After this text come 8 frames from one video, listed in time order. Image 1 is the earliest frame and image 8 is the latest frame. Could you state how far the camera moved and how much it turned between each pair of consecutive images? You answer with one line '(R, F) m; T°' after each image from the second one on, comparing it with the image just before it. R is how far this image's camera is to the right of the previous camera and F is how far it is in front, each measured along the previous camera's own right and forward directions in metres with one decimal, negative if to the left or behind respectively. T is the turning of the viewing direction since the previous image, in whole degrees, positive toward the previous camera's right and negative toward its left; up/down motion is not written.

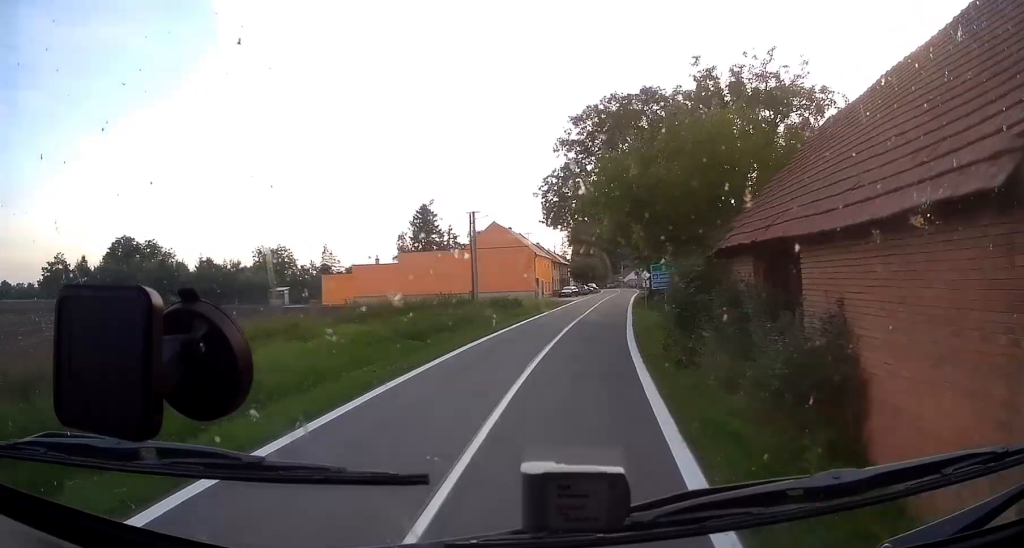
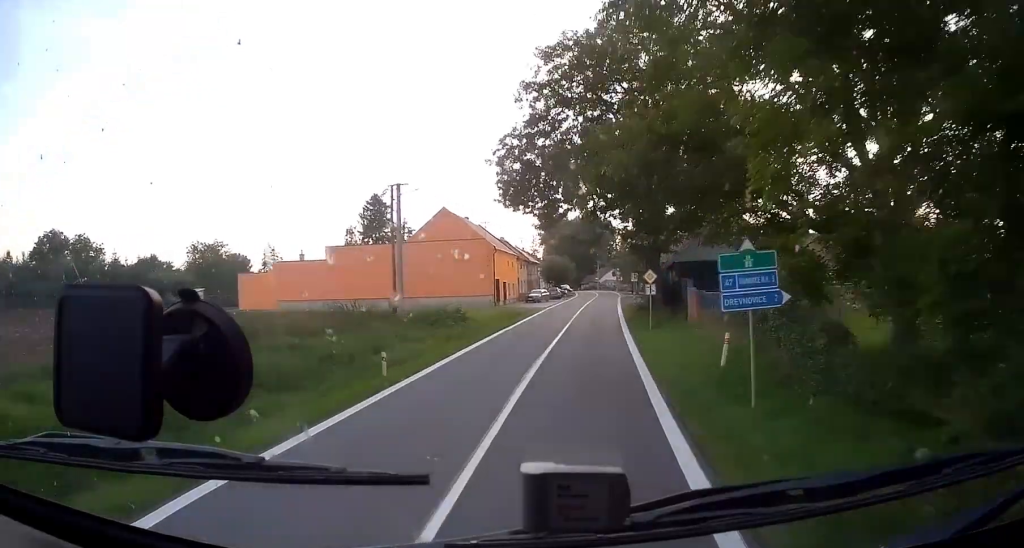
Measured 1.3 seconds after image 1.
(0.0, +14.8) m; 0°
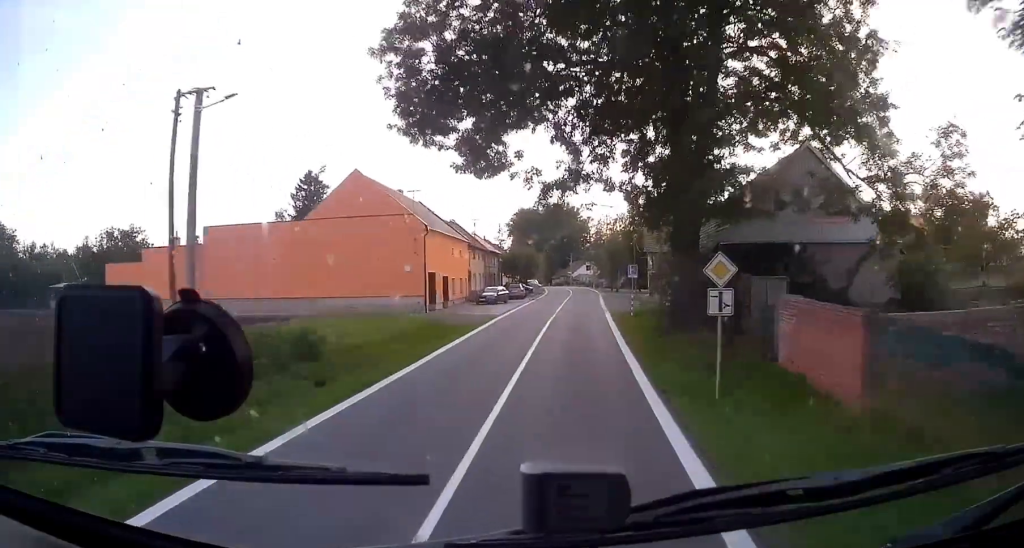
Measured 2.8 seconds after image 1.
(+0.2, +17.4) m; +3°
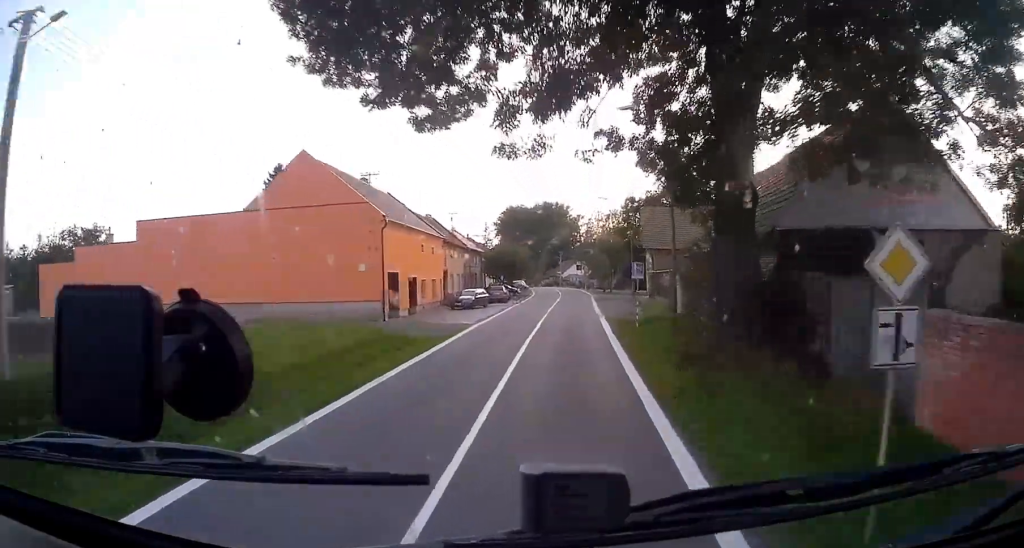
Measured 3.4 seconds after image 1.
(+0.3, +6.8) m; +2°
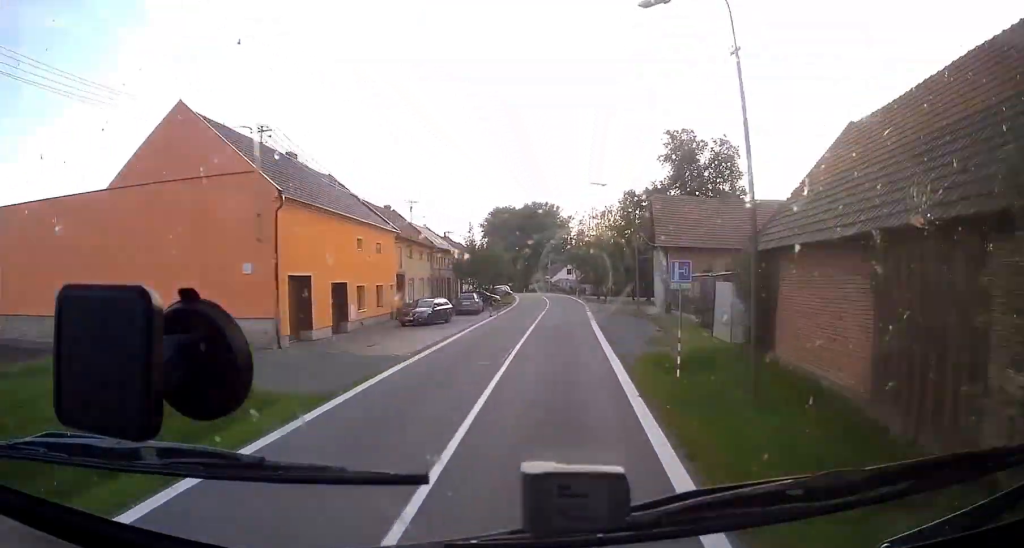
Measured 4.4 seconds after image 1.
(+0.1, +11.2) m; 0°
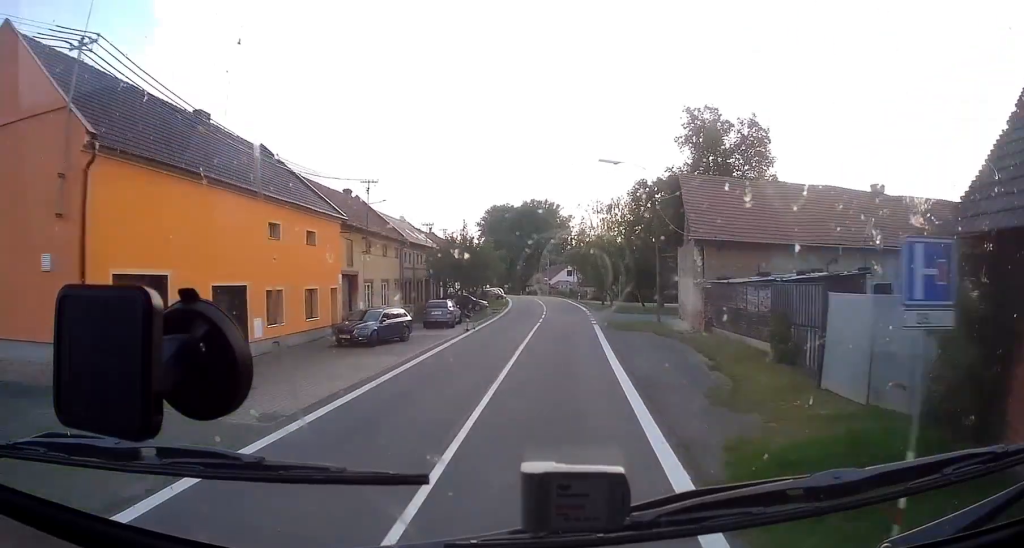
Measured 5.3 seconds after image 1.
(0.0, +9.7) m; -2°
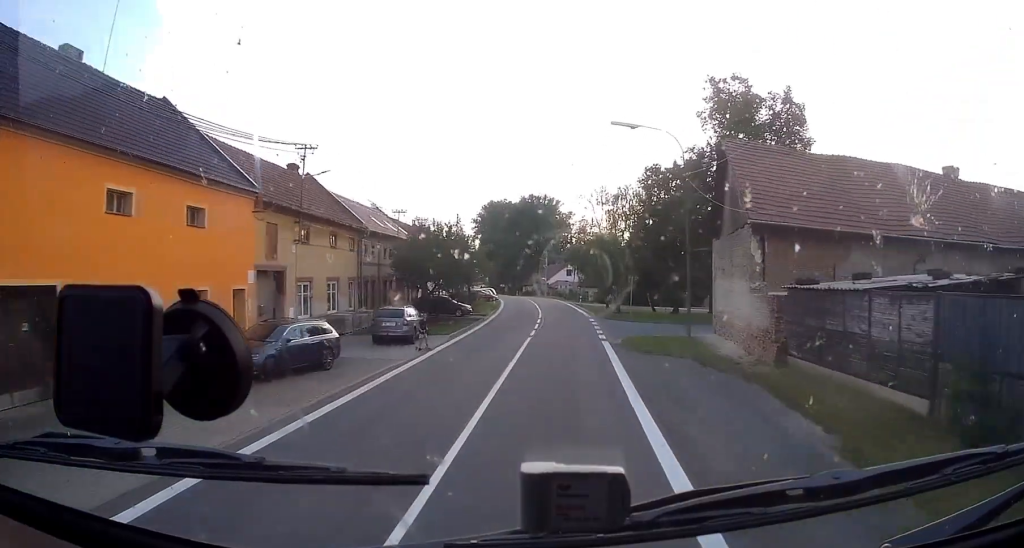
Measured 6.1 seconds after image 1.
(-0.2, +8.8) m; -2°
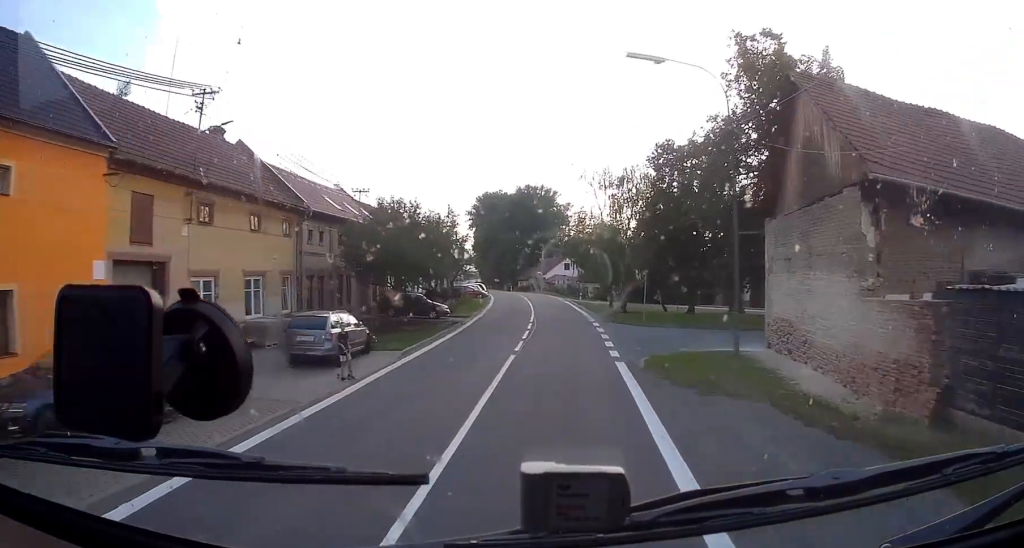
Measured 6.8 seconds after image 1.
(-0.2, +8.0) m; 0°
